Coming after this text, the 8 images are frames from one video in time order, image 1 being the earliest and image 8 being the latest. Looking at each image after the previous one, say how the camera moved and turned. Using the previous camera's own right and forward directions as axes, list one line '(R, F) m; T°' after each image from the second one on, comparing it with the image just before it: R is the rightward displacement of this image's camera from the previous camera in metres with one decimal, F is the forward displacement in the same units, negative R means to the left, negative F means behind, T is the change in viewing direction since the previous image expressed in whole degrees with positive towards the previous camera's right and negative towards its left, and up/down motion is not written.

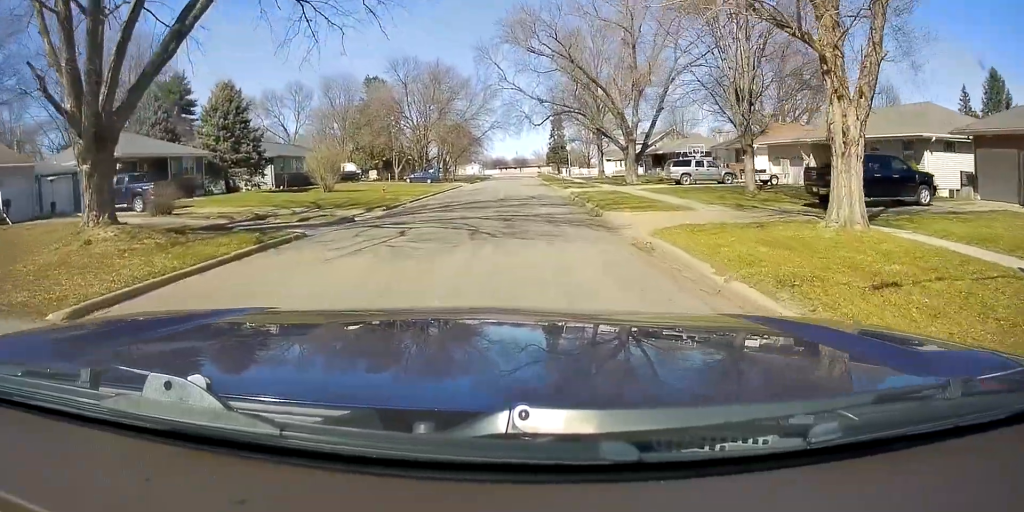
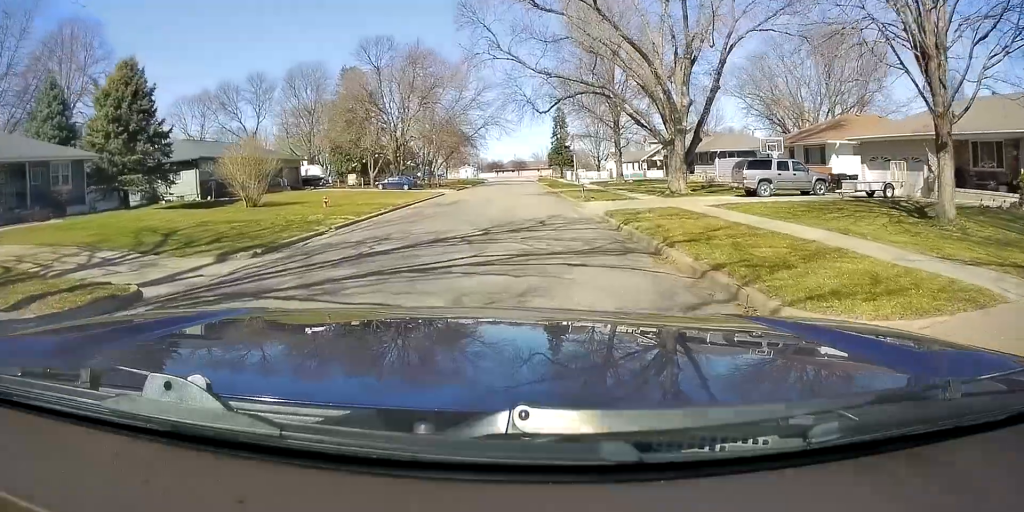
(-0.4, +14.2) m; -4°
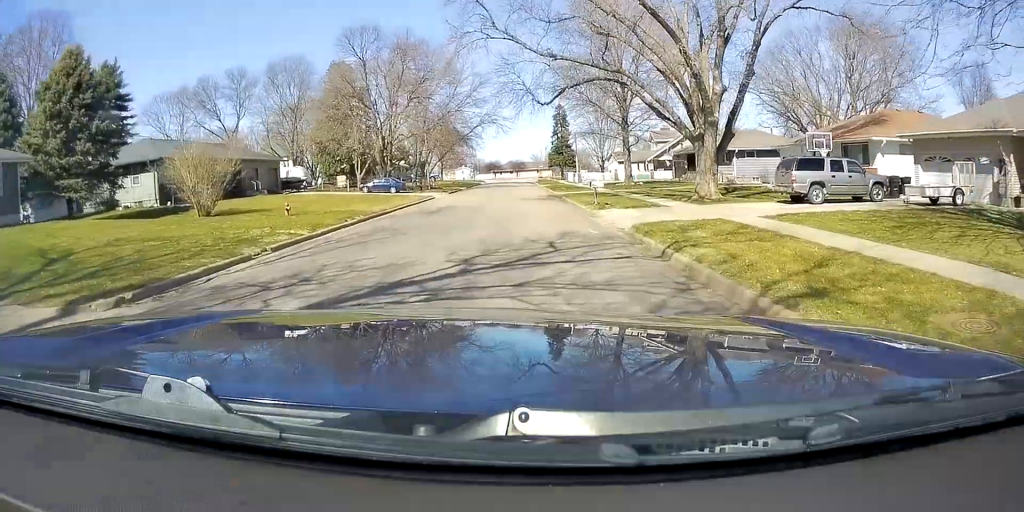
(-0.2, +5.7) m; 0°
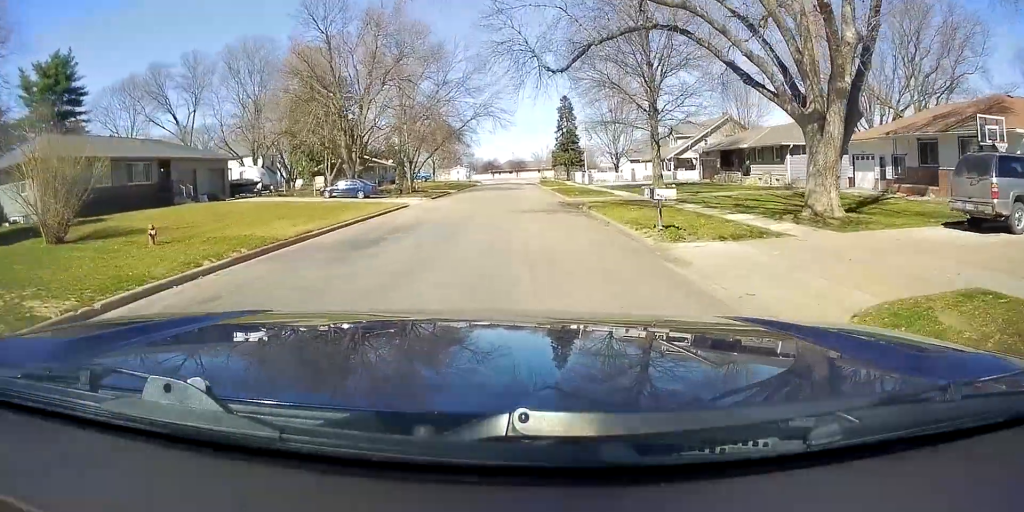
(0.0, +11.8) m; +1°
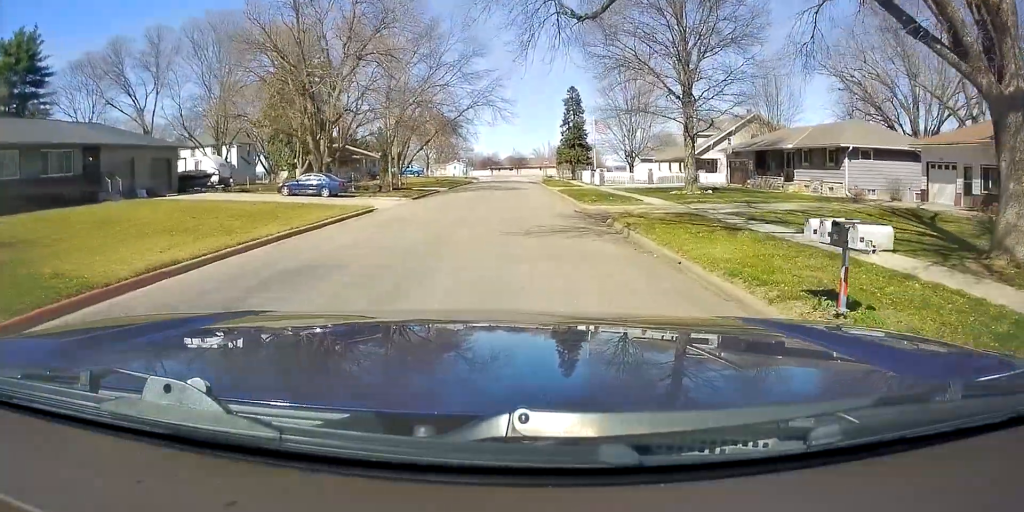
(+0.1, +8.6) m; +1°
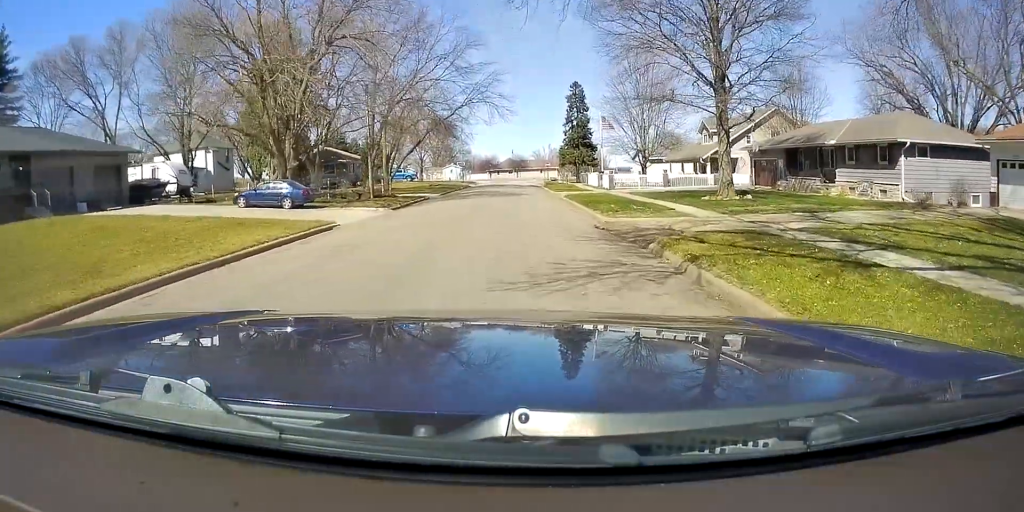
(0.0, +6.4) m; 0°
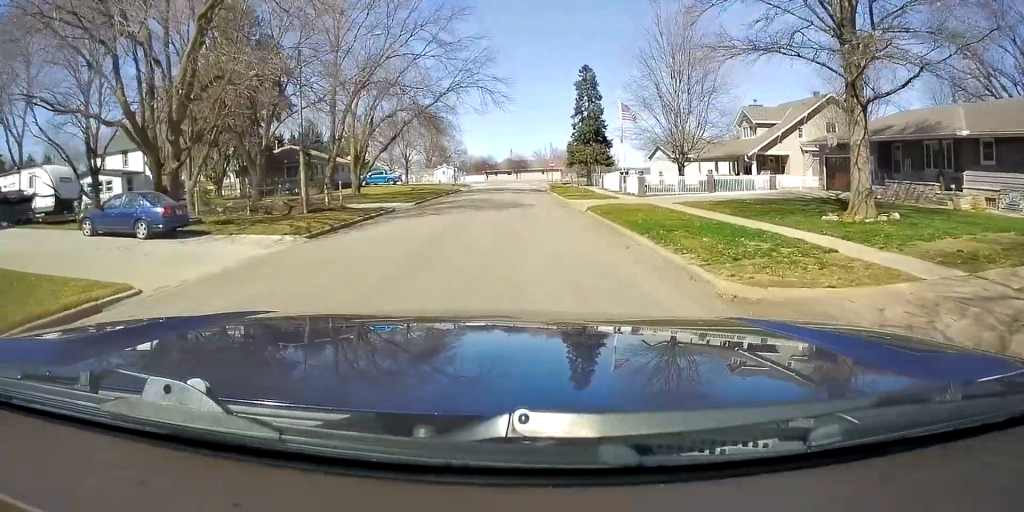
(0.0, +13.0) m; 0°
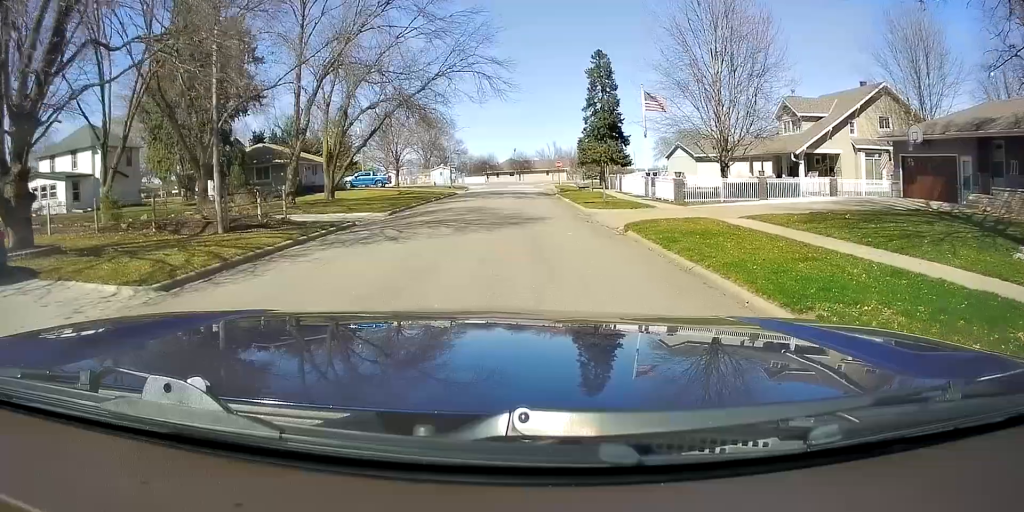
(0.0, +8.7) m; 0°
